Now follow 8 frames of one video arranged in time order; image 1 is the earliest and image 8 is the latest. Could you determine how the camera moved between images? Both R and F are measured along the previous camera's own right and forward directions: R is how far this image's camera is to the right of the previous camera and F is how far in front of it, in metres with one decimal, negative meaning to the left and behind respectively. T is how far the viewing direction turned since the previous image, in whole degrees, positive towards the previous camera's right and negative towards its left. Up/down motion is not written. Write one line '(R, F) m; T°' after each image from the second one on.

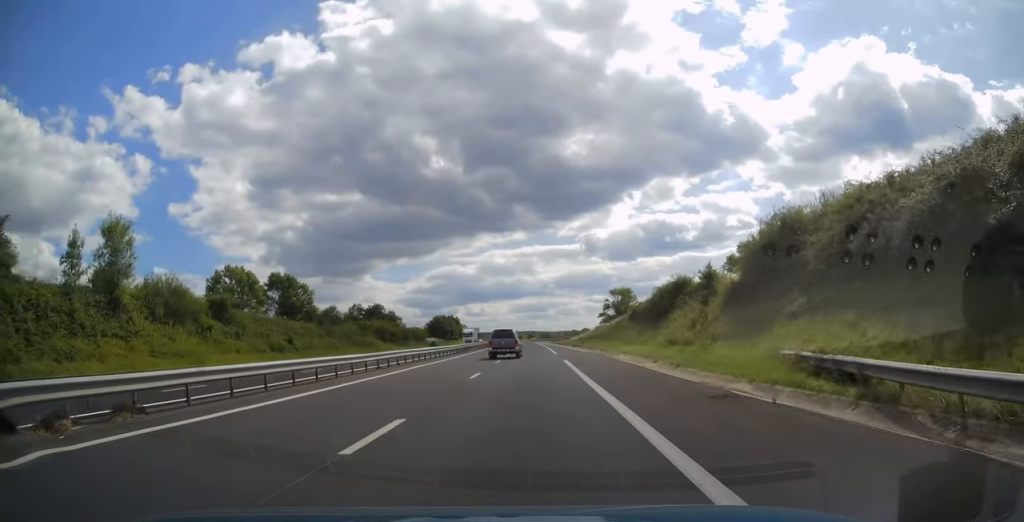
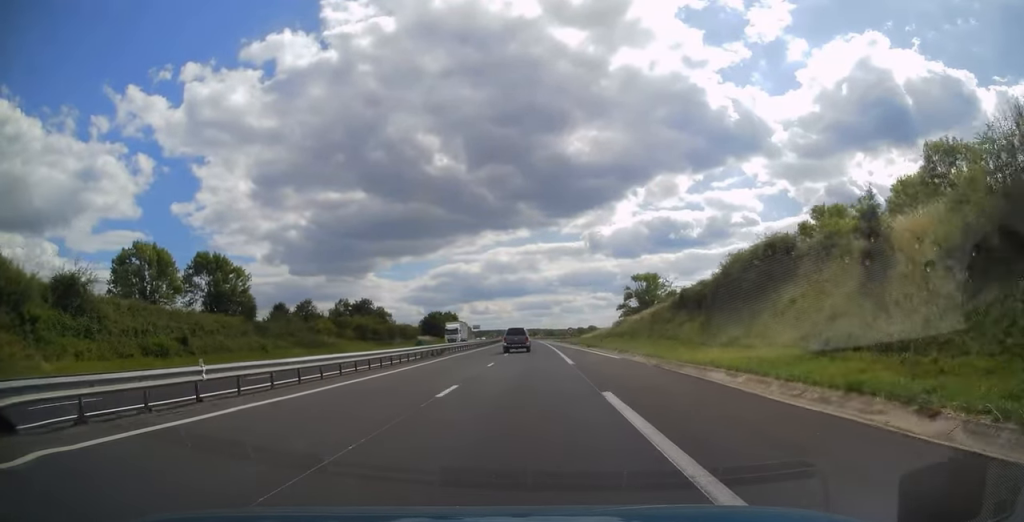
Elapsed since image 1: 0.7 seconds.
(+0.1, +19.6) m; 0°
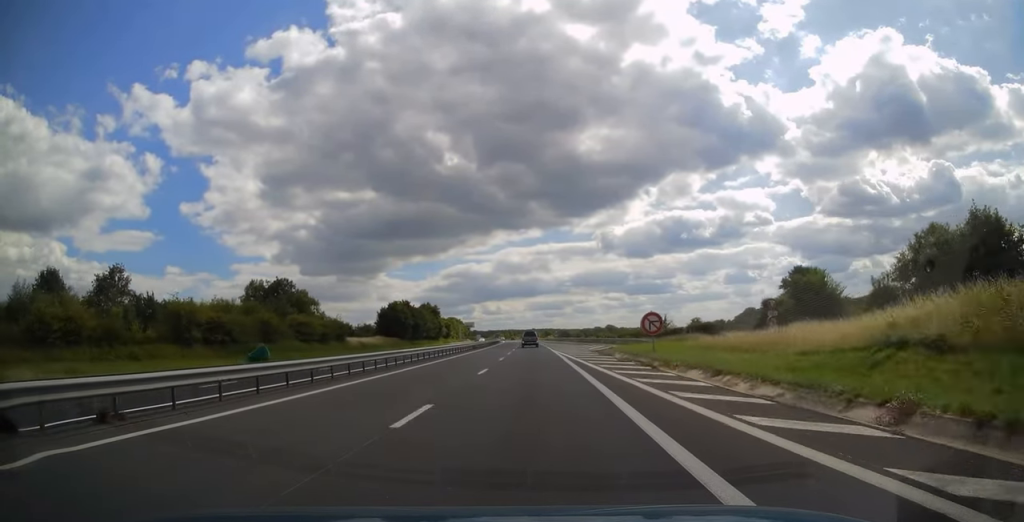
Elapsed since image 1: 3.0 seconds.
(-0.9, +69.0) m; -2°
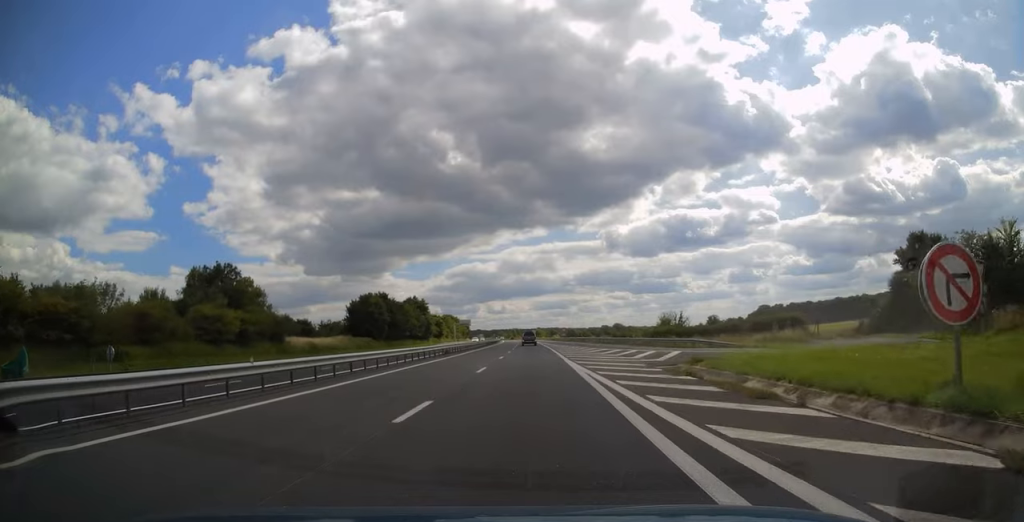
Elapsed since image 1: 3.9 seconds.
(0.0, +25.5) m; -1°
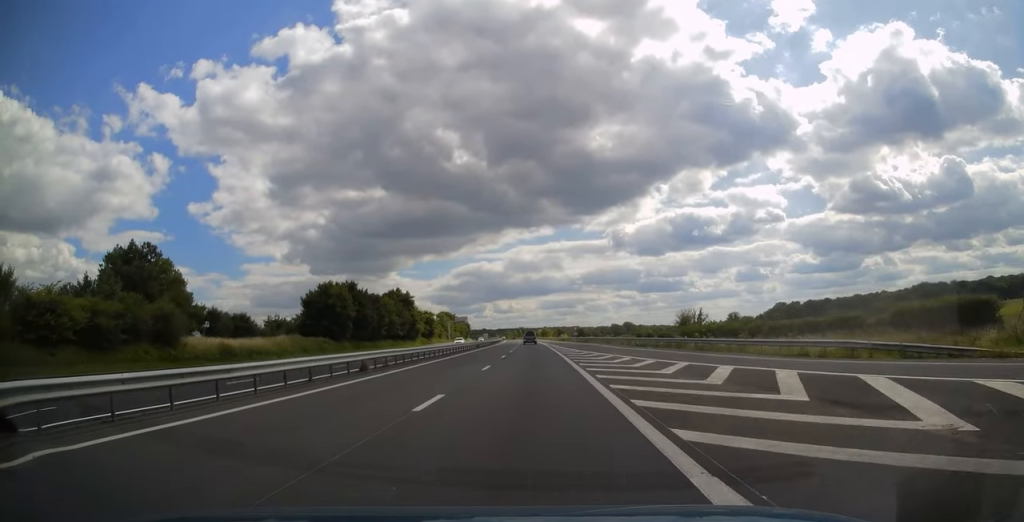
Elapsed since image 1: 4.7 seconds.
(-0.4, +24.5) m; 0°
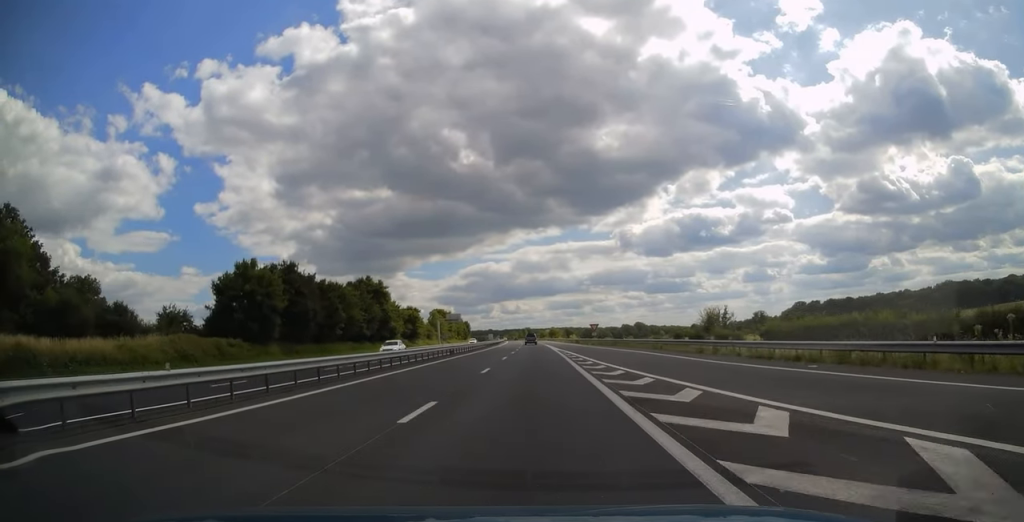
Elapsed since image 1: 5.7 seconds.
(+0.1, +27.4) m; 0°
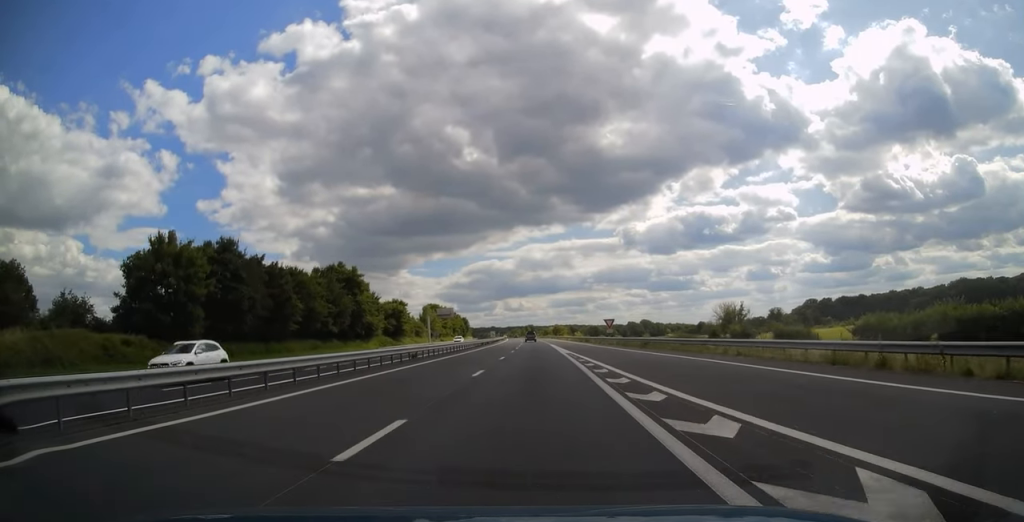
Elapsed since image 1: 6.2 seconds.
(-0.1, +16.2) m; 0°
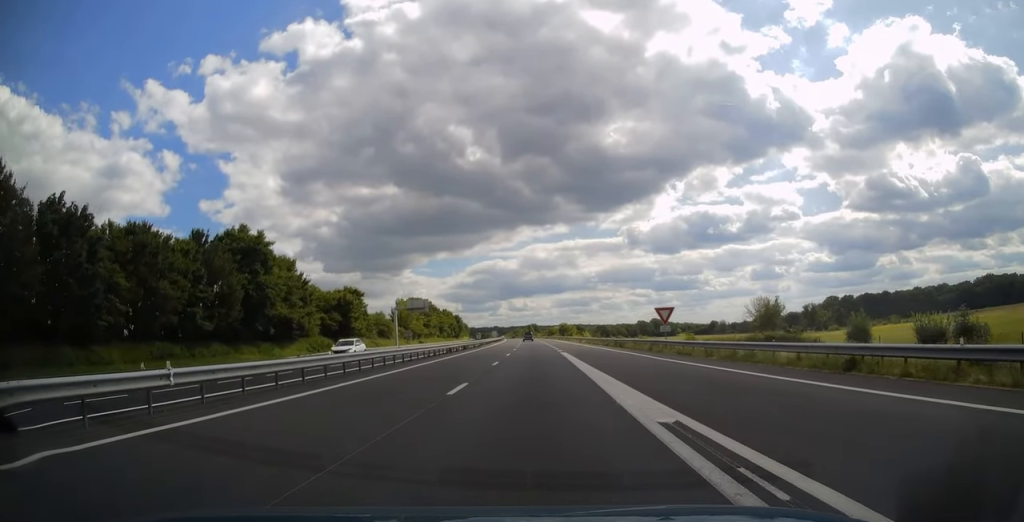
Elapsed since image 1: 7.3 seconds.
(-0.3, +31.4) m; -1°
